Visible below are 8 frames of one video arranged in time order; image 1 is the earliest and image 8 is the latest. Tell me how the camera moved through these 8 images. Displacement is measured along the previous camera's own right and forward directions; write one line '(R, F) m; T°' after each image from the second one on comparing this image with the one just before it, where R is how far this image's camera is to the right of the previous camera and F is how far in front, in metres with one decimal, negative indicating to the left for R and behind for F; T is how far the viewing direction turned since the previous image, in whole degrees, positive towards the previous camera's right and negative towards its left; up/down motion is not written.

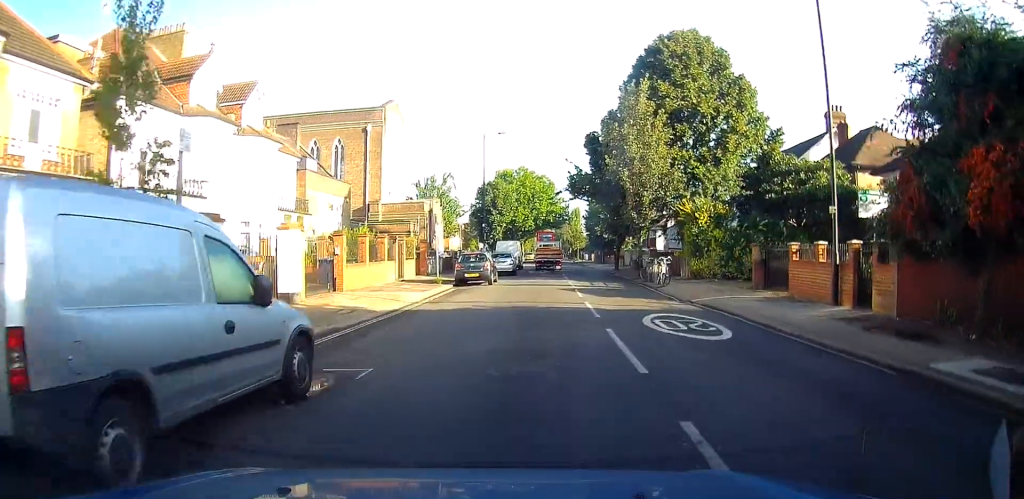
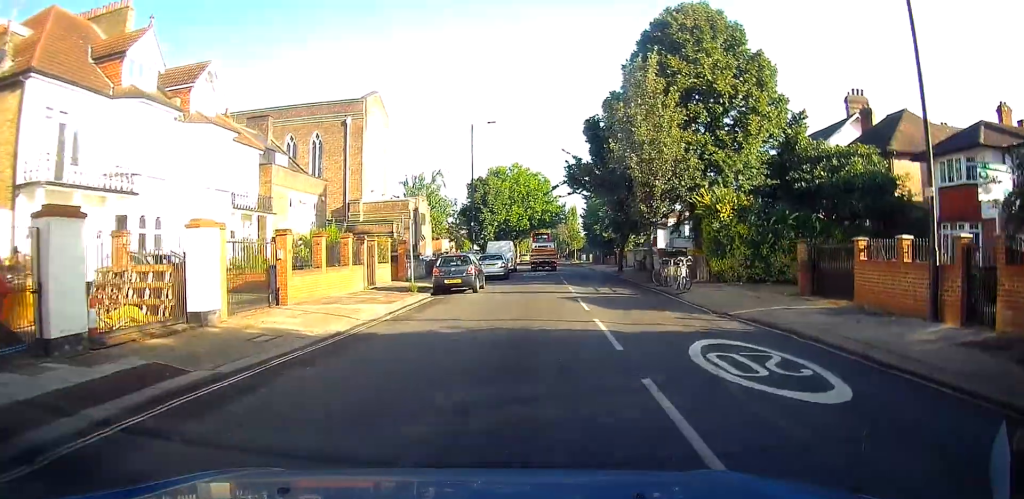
(+0.1, +4.5) m; 0°
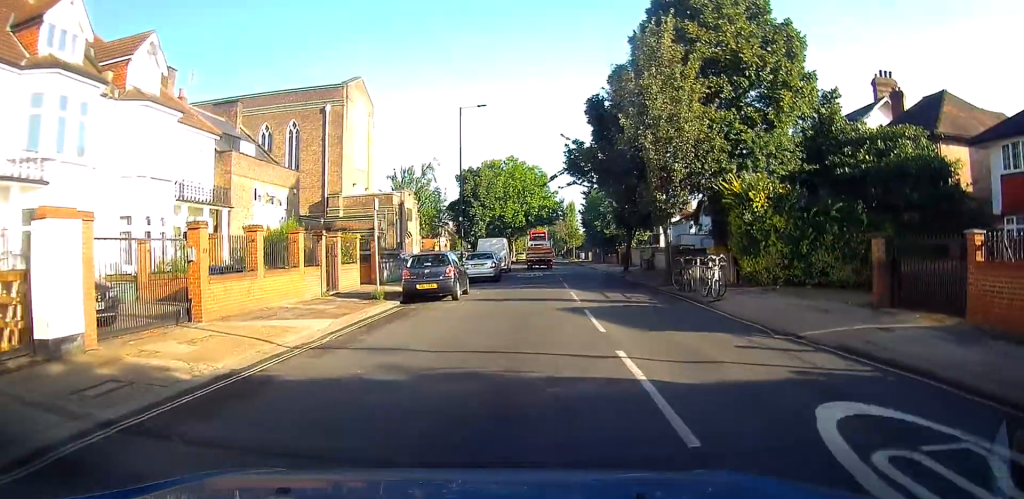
(0.0, +4.4) m; 0°
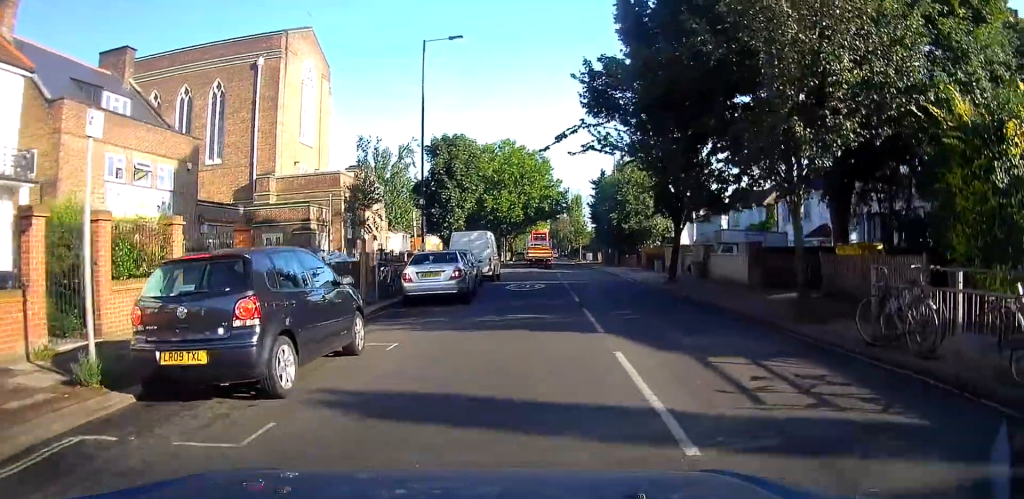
(-0.1, +12.5) m; 0°
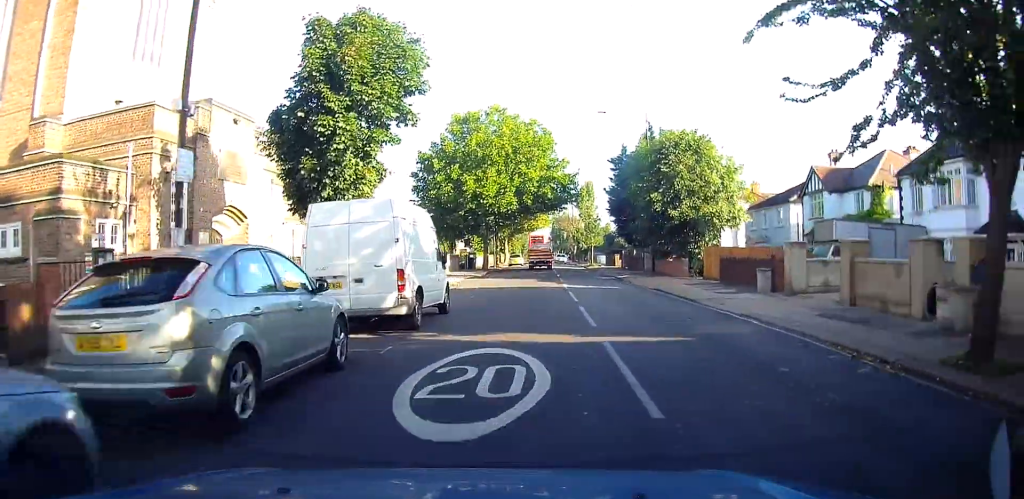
(+0.1, +17.7) m; +1°
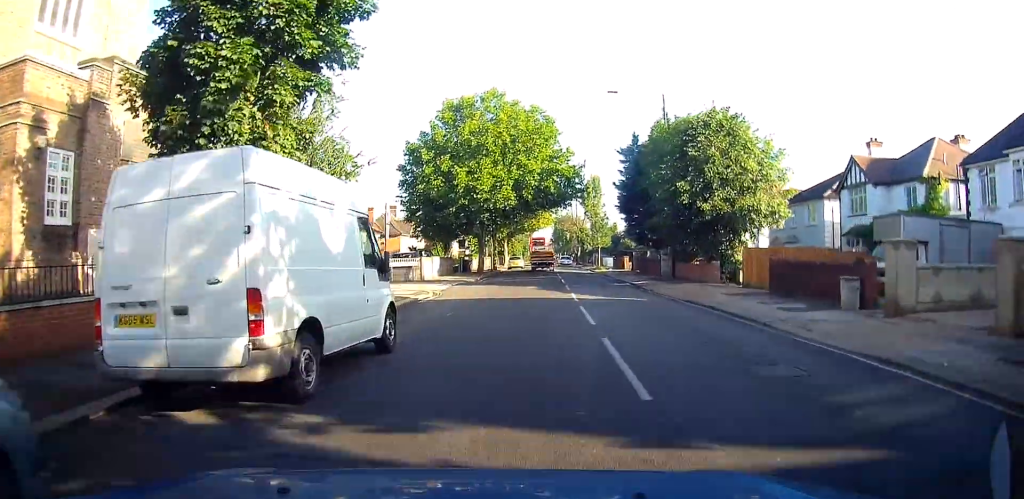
(0.0, +5.6) m; 0°
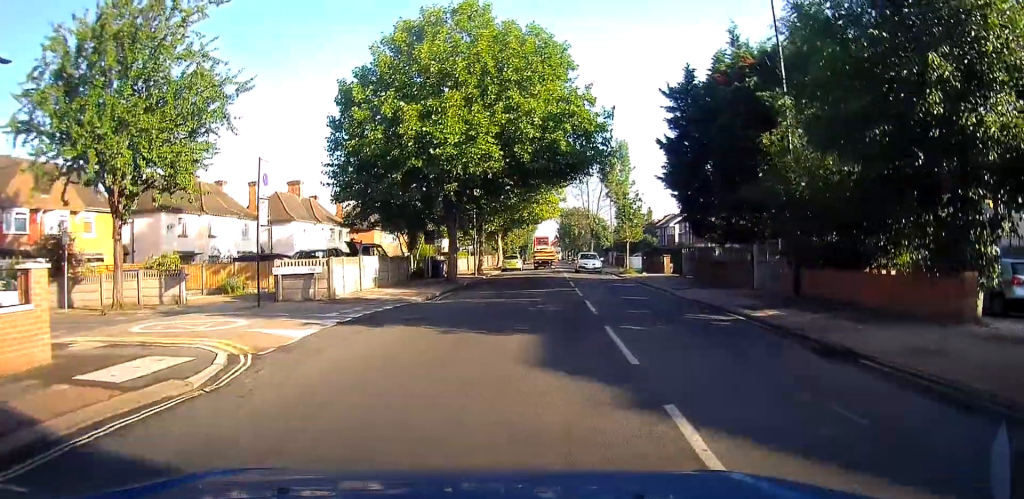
(-0.2, +16.8) m; -1°
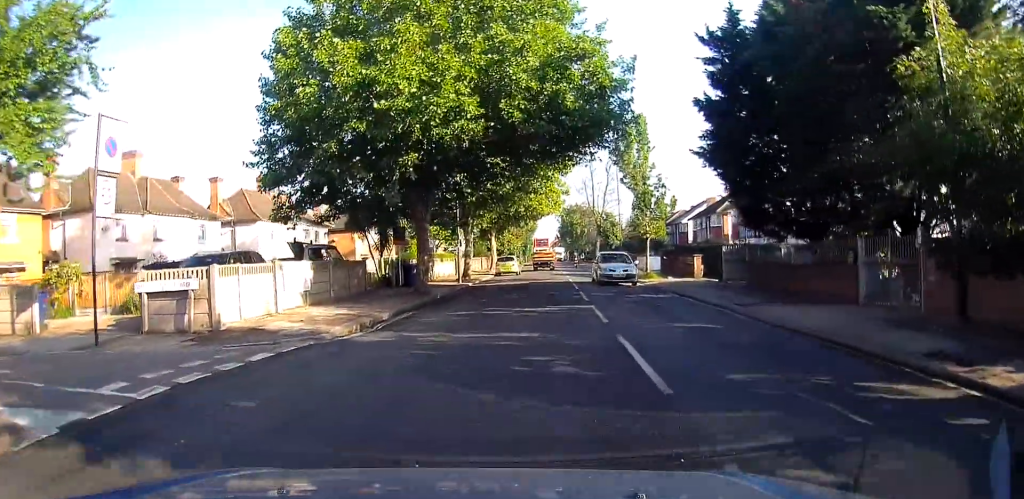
(0.0, +7.7) m; 0°
